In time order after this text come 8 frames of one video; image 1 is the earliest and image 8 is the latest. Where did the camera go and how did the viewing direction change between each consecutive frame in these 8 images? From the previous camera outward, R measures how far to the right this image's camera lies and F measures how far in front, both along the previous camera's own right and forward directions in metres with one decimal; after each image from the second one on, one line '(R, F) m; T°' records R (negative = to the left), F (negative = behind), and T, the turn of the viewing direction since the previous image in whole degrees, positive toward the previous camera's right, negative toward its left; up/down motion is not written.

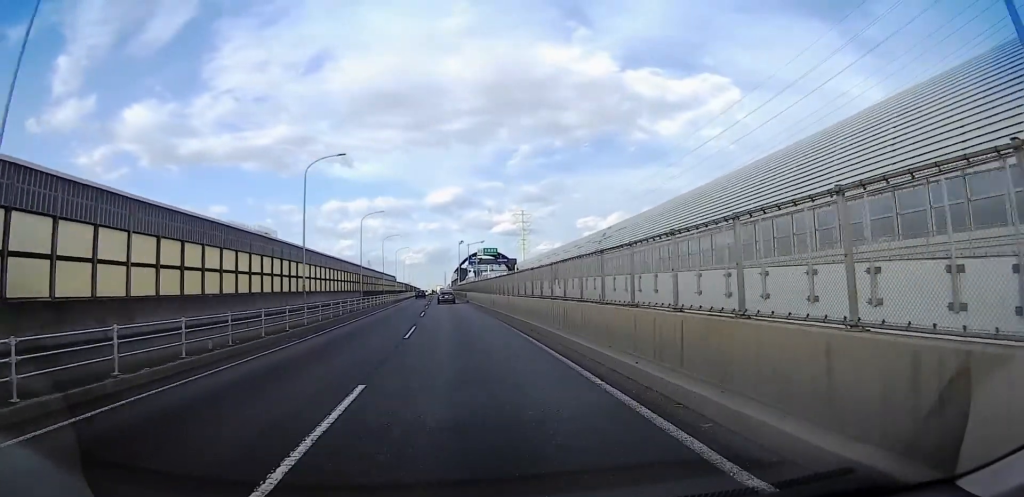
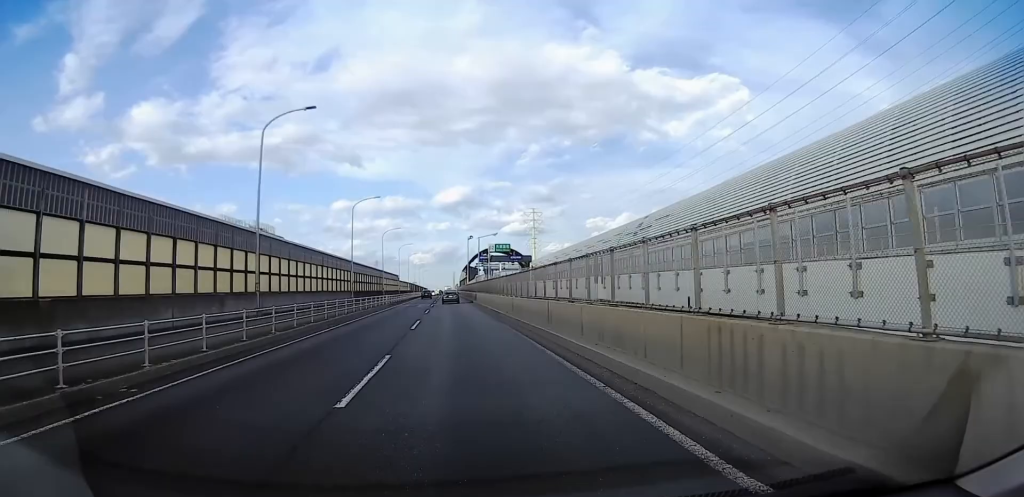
(-0.1, +10.9) m; -1°
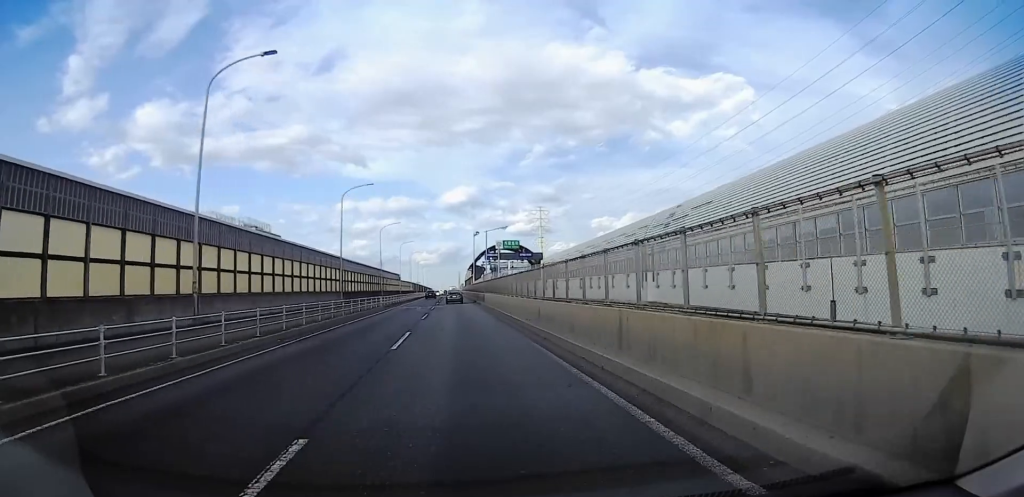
(-0.3, +7.4) m; 0°
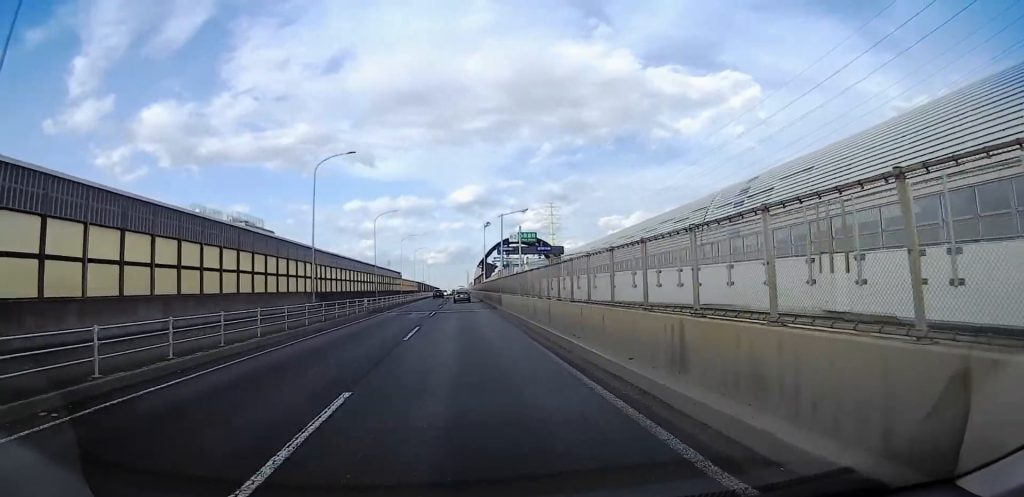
(+0.1, +12.1) m; -1°
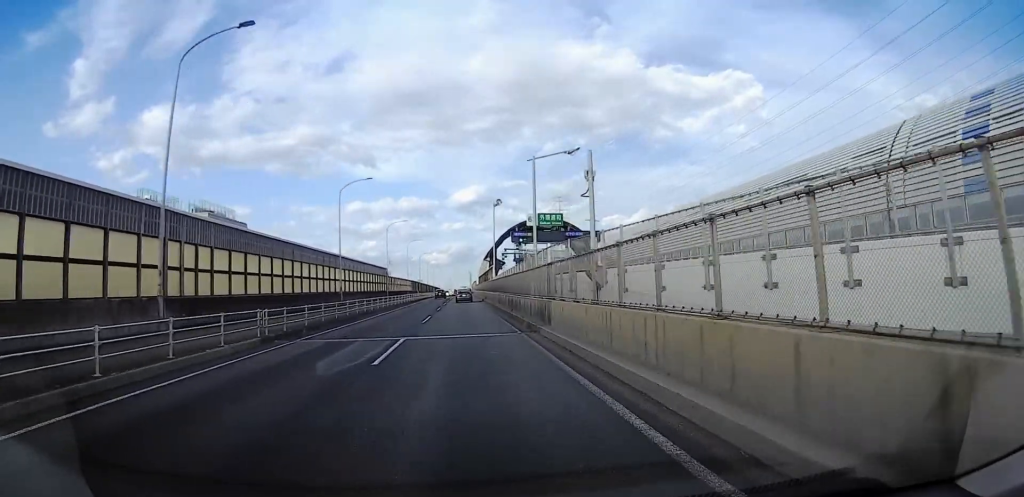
(-0.3, +20.4) m; -2°
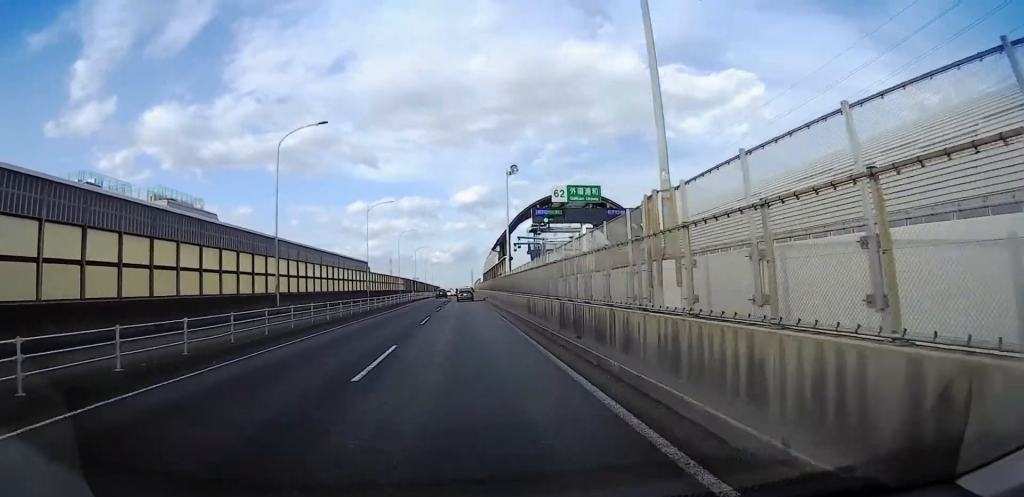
(-0.3, +16.4) m; -1°
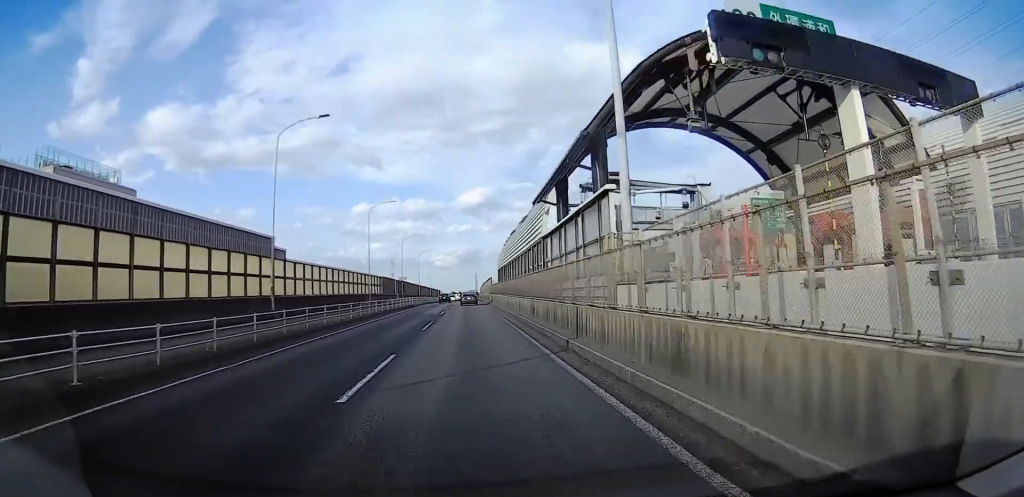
(+0.3, +31.0) m; +3°
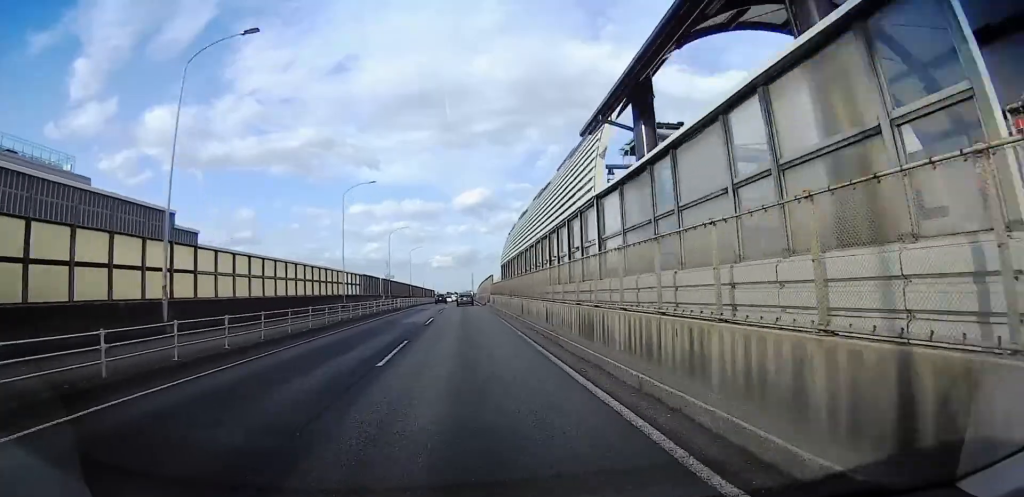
(+0.7, +11.4) m; 0°
